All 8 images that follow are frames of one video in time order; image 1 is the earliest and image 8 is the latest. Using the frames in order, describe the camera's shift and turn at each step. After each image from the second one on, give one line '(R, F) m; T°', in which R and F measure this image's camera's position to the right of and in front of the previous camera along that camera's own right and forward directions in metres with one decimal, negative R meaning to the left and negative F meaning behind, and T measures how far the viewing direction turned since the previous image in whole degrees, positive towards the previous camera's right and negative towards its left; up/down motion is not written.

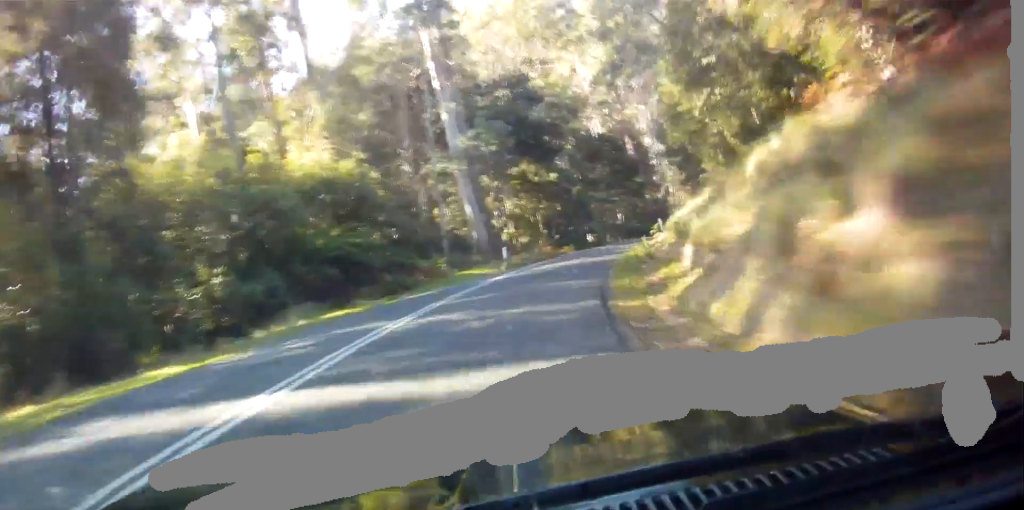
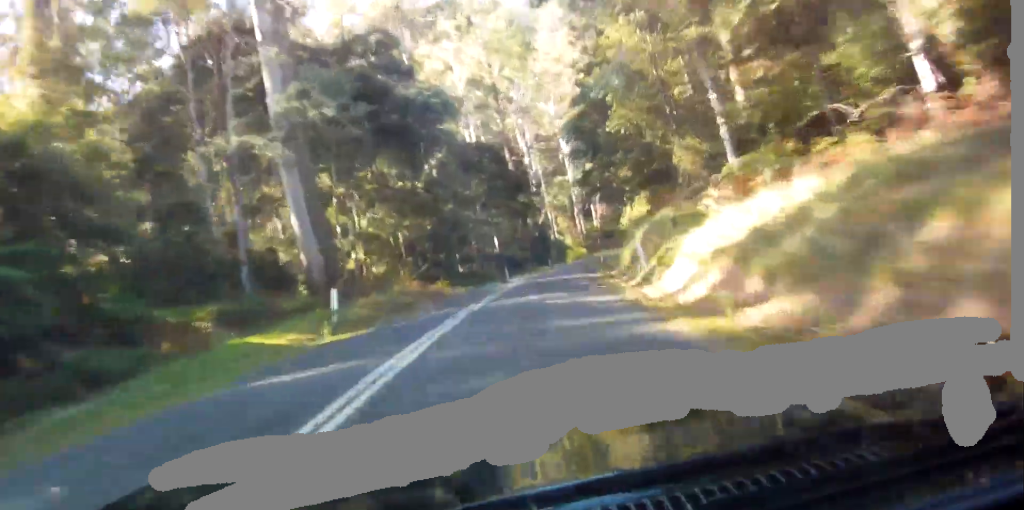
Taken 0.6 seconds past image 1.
(+2.6, +23.2) m; +7°
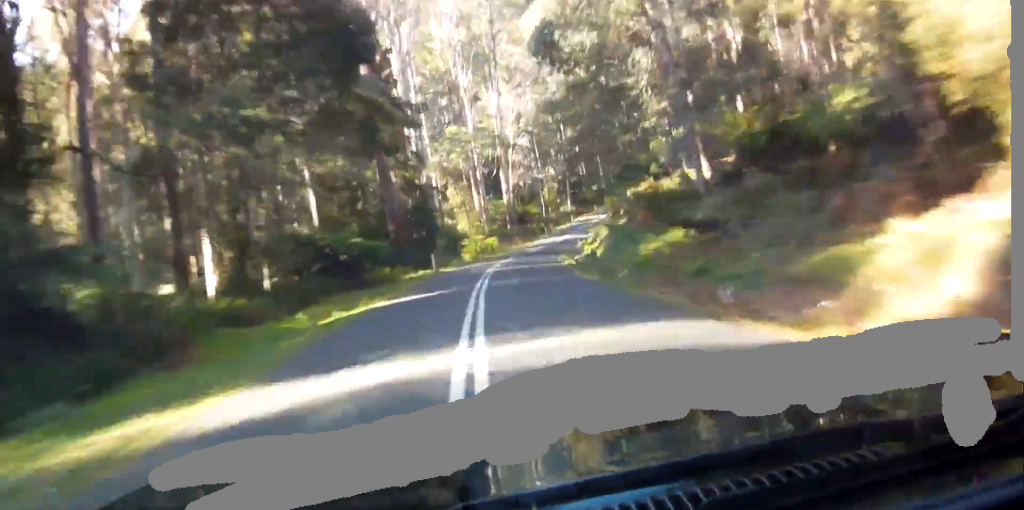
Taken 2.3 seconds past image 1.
(+8.5, +63.9) m; +9°
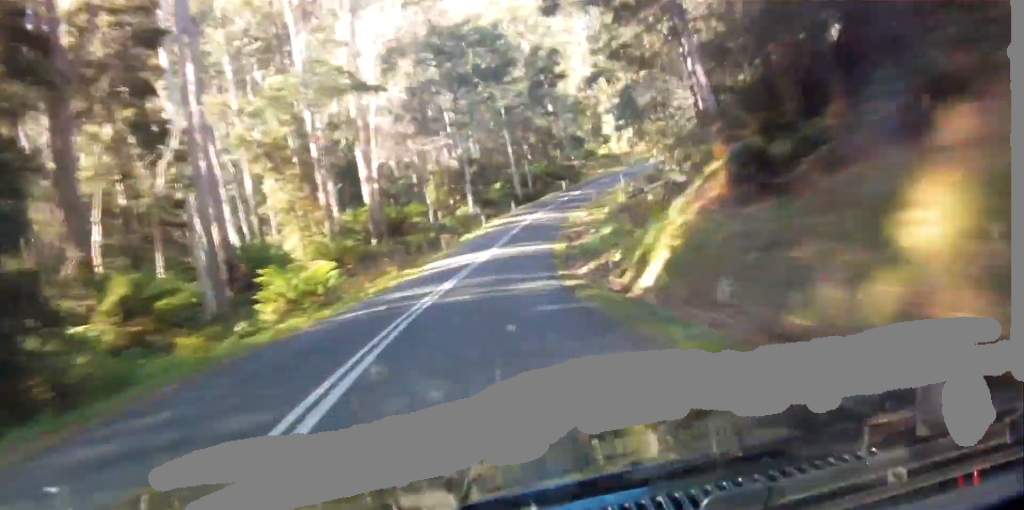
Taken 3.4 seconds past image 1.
(+0.9, +41.2) m; +3°
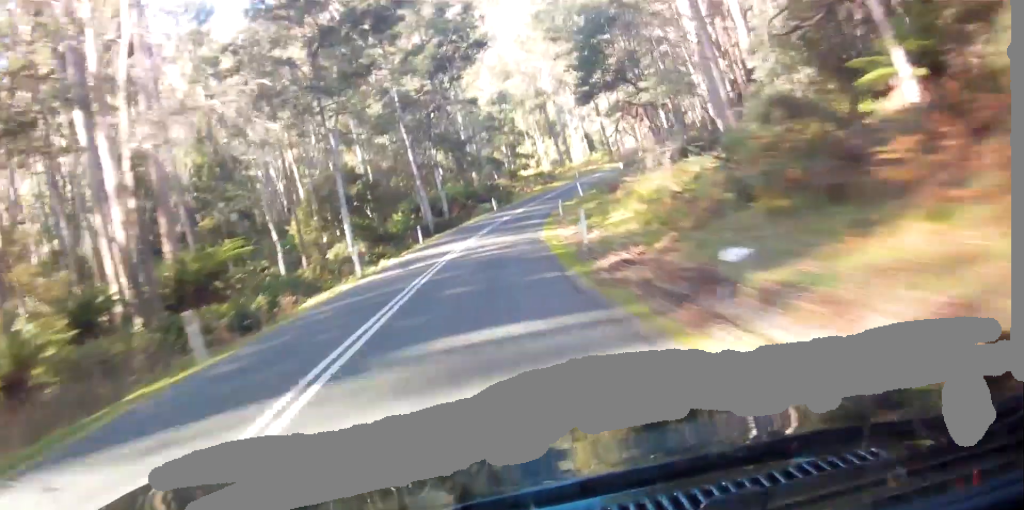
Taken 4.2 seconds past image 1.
(+1.6, +27.1) m; -1°
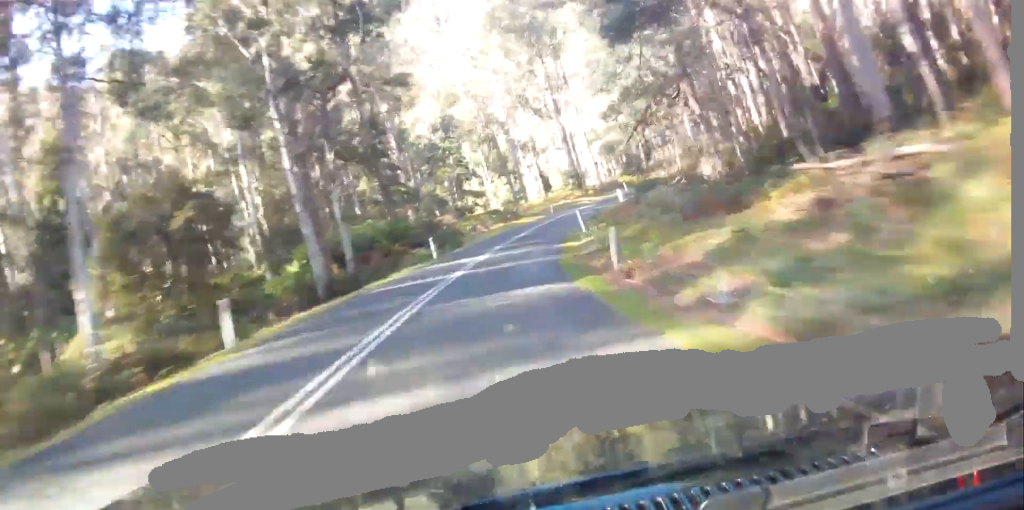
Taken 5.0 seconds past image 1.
(-1.9, +22.0) m; -4°
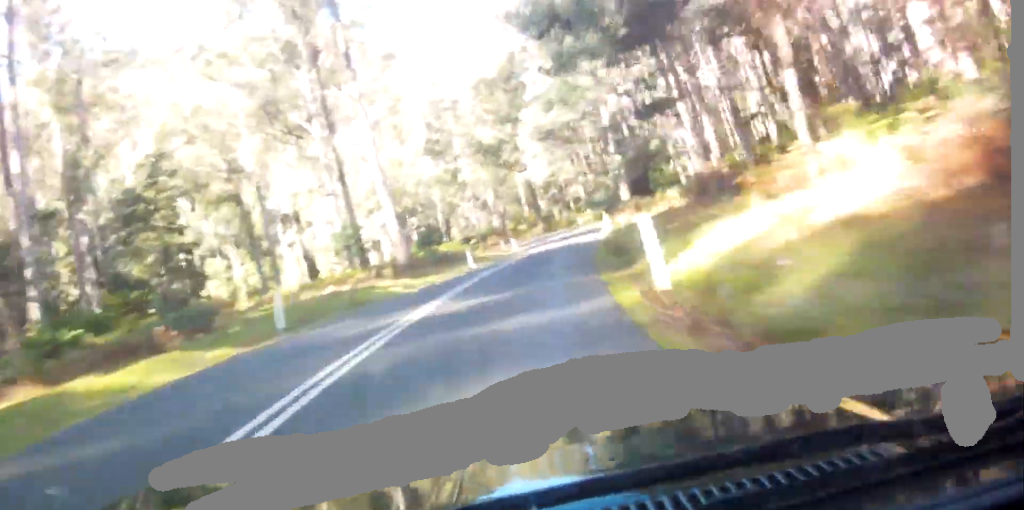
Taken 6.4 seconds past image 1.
(-0.9, +39.5) m; -1°
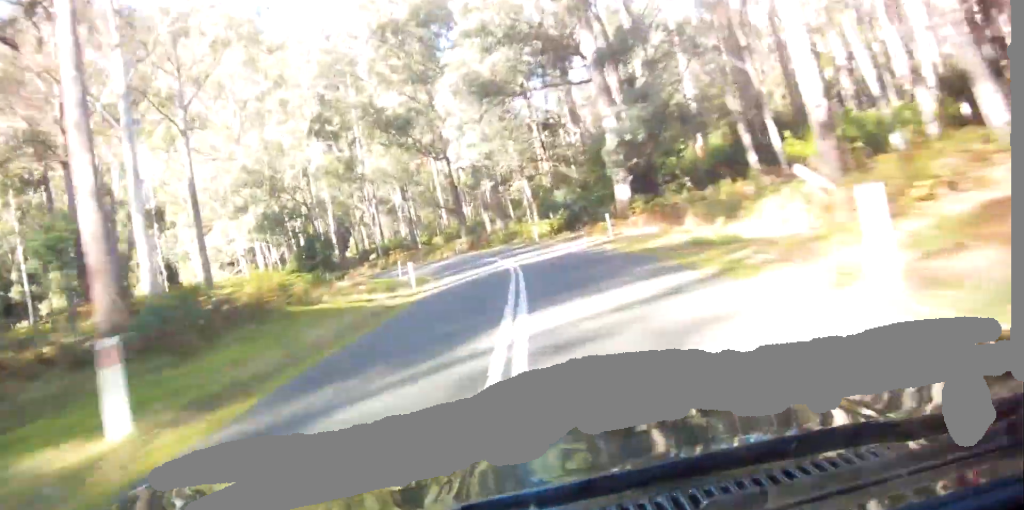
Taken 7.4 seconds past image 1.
(0.0, +24.9) m; 0°
